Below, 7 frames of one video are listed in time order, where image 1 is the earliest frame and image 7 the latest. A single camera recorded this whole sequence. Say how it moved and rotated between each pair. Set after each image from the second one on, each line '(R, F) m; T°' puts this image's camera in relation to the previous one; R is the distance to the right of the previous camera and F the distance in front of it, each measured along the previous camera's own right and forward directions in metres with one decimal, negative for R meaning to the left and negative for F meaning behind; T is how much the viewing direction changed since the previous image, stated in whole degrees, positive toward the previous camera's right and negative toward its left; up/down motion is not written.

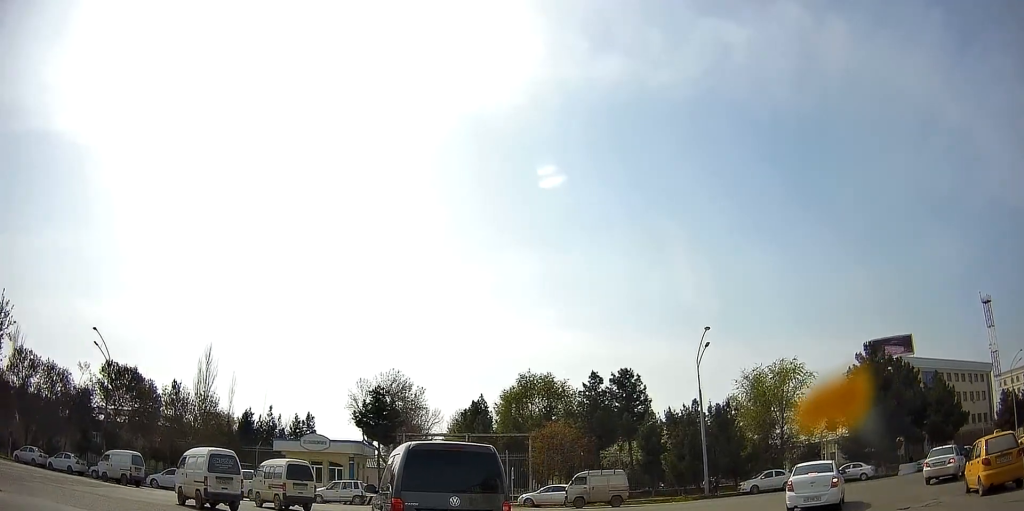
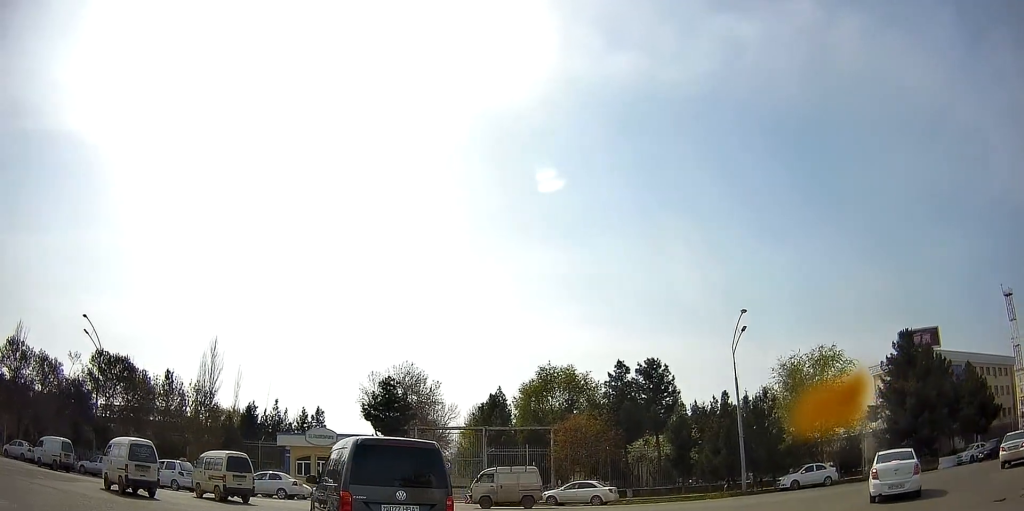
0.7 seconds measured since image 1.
(+0.3, +3.5) m; +4°
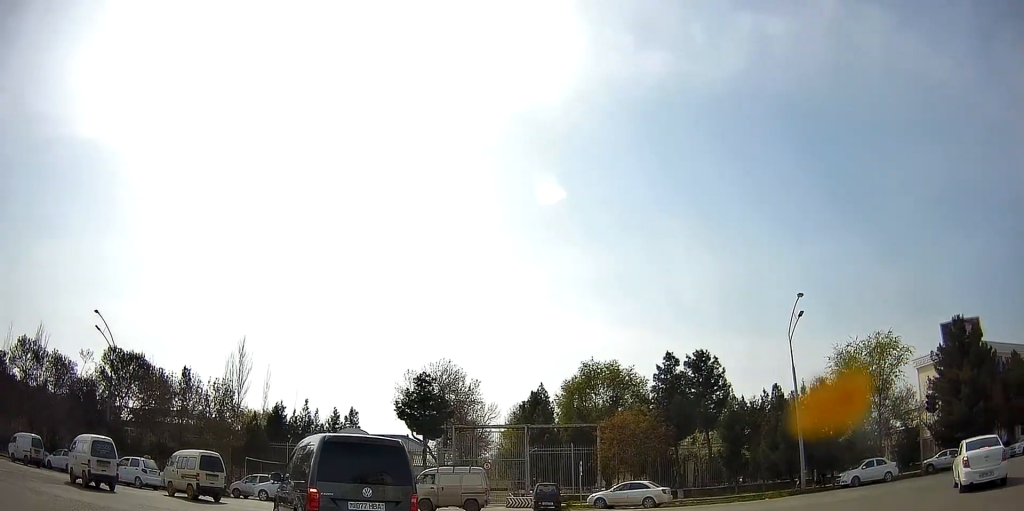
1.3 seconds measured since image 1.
(+0.2, +2.8) m; +1°
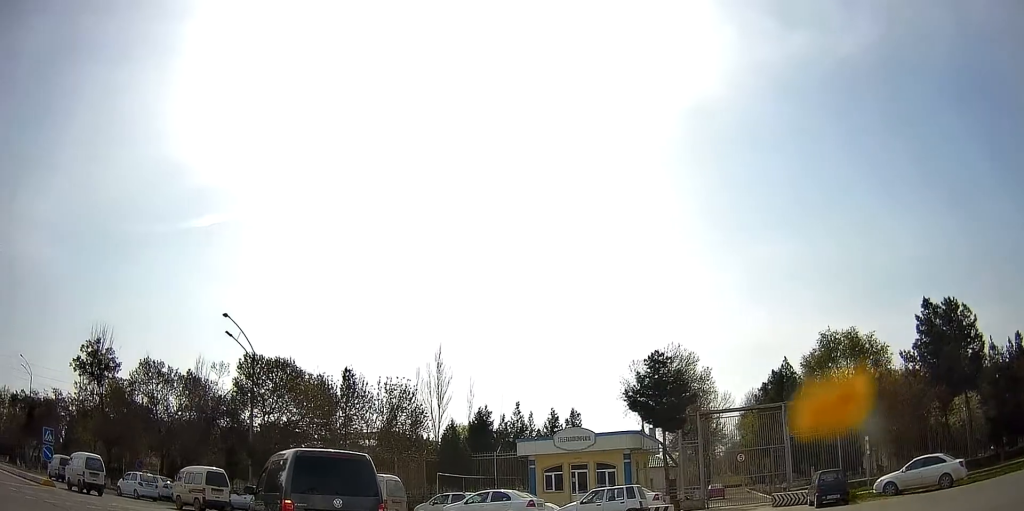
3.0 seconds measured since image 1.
(-1.5, +8.3) m; -20°
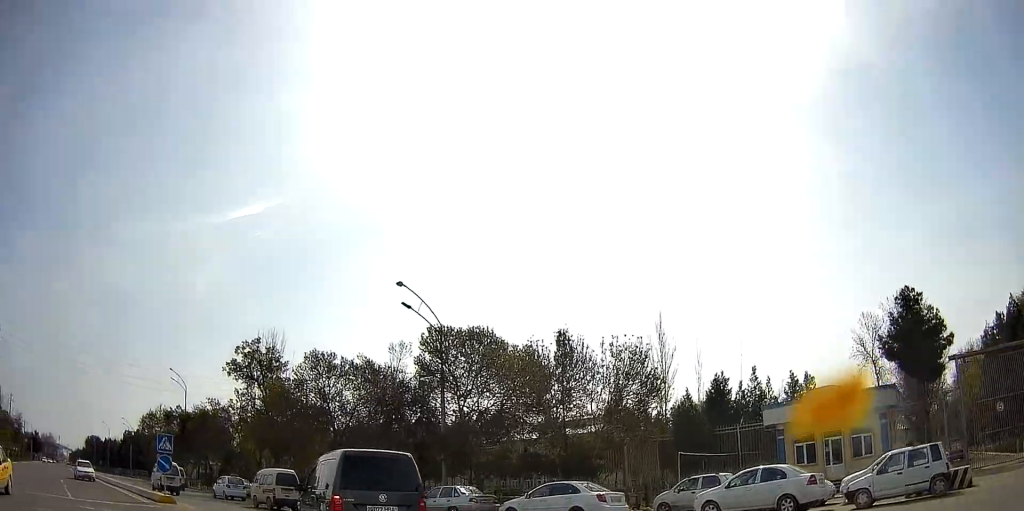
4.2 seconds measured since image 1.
(-0.4, +6.0) m; -13°
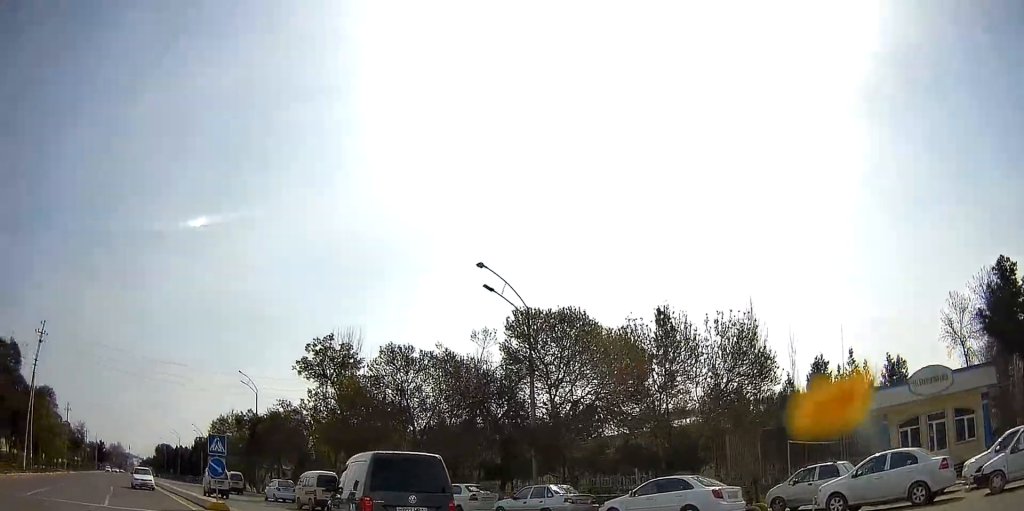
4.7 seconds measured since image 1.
(-0.2, +2.1) m; -9°
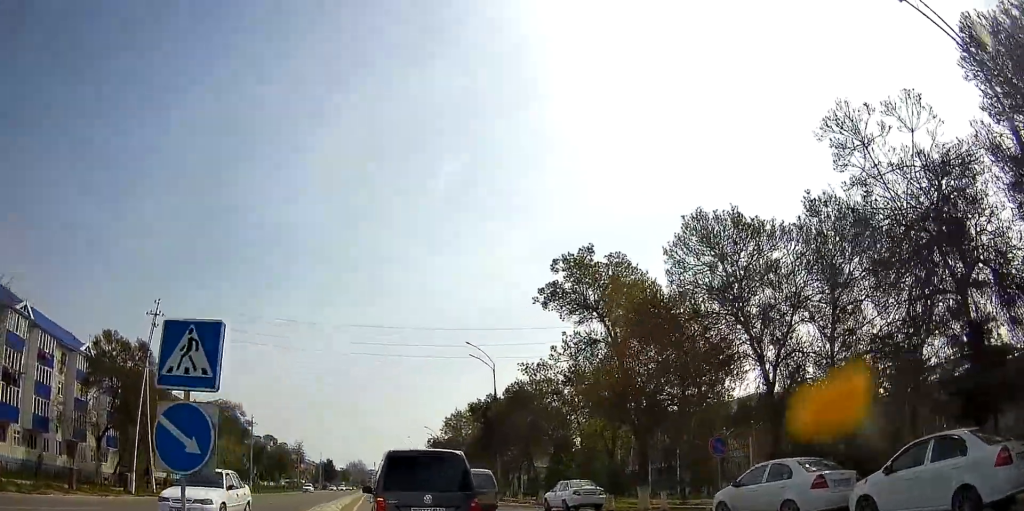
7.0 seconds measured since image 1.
(-4.7, +11.8) m; -38°
